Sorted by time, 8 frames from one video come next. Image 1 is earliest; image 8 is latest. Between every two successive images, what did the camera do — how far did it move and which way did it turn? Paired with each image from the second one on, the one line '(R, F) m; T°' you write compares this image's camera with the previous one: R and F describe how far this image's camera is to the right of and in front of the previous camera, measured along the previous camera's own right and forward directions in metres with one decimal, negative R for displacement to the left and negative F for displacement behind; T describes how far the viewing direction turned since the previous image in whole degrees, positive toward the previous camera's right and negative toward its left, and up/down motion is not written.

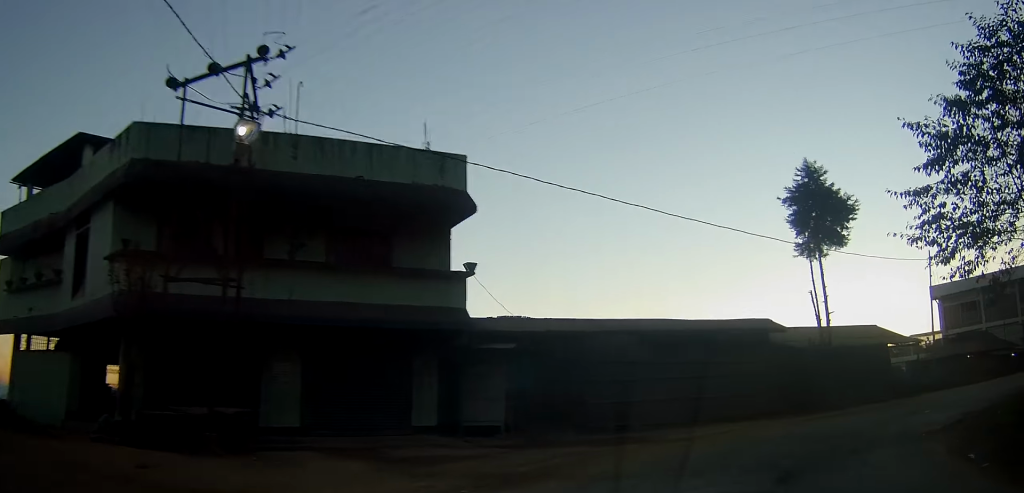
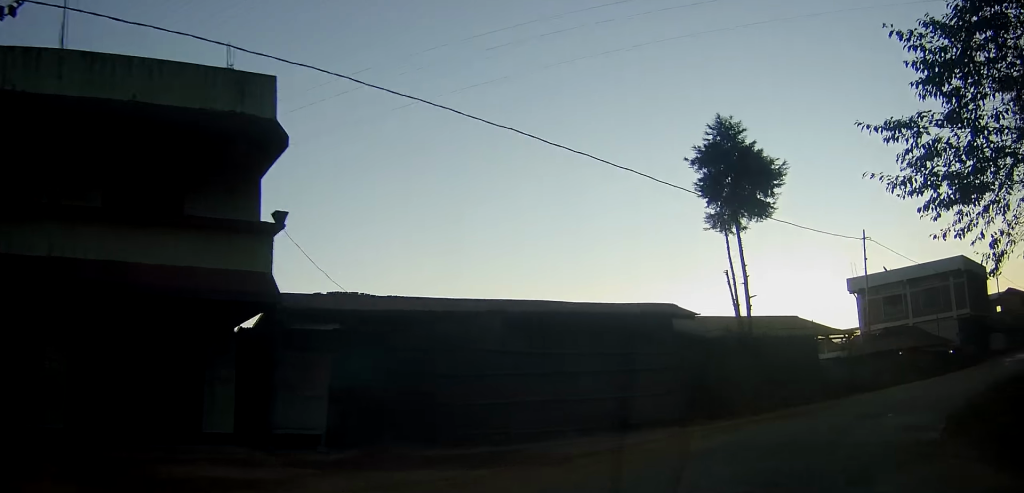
(+0.1, +5.3) m; +11°
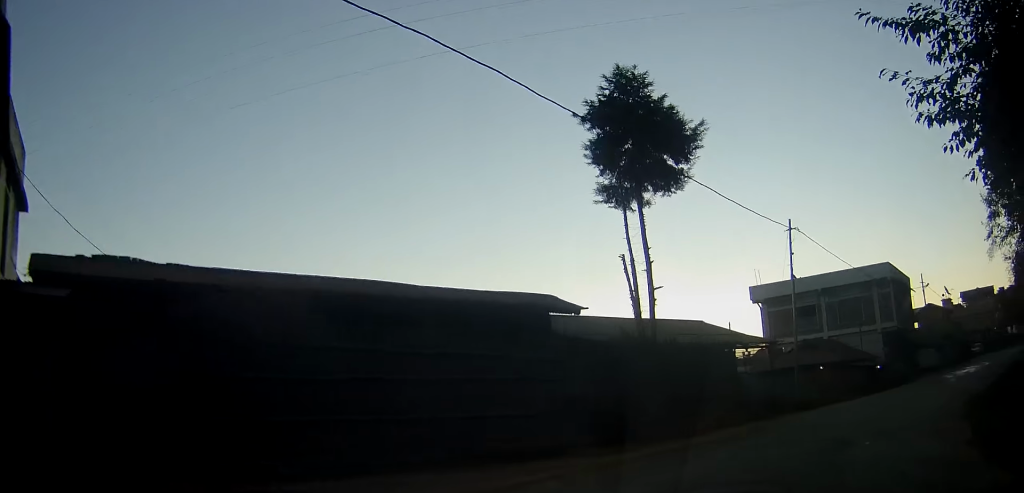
(+1.1, +5.9) m; +14°
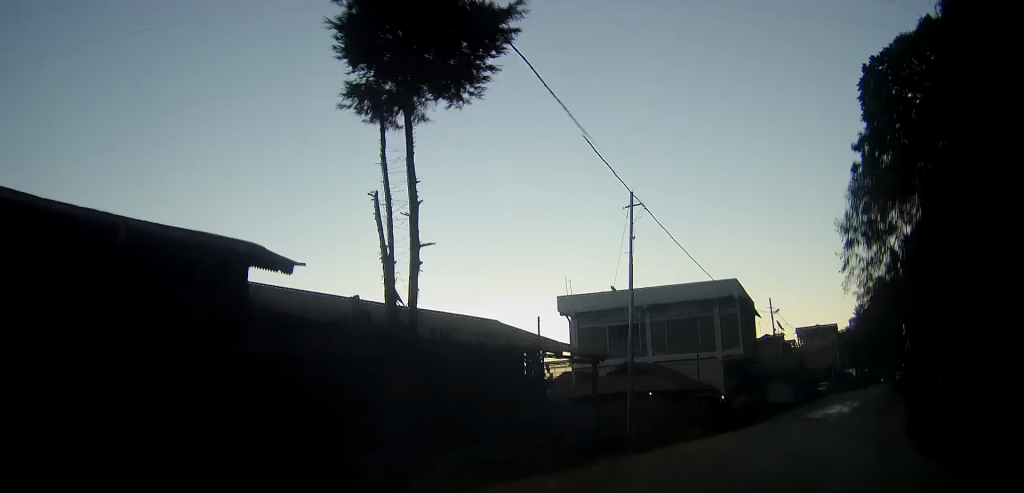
(+1.0, +7.6) m; +16°
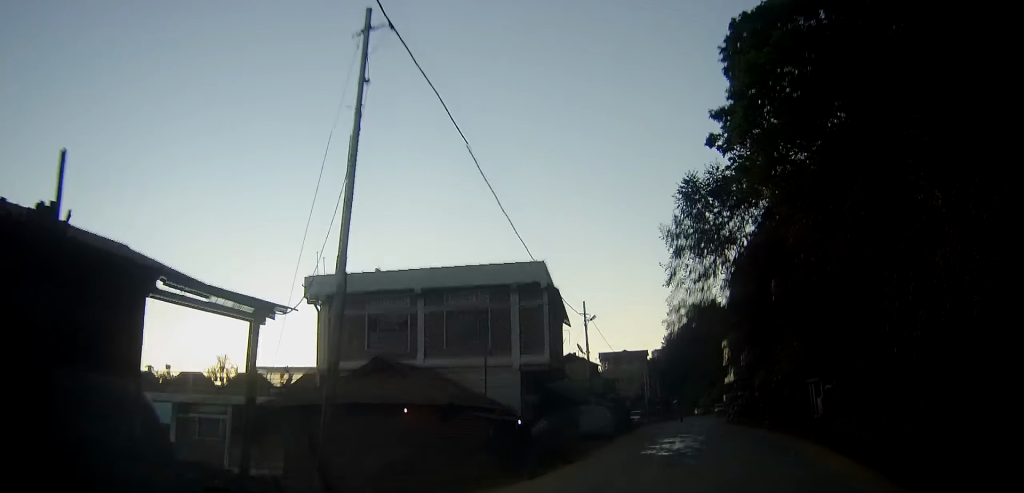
(+1.7, +8.8) m; +17°
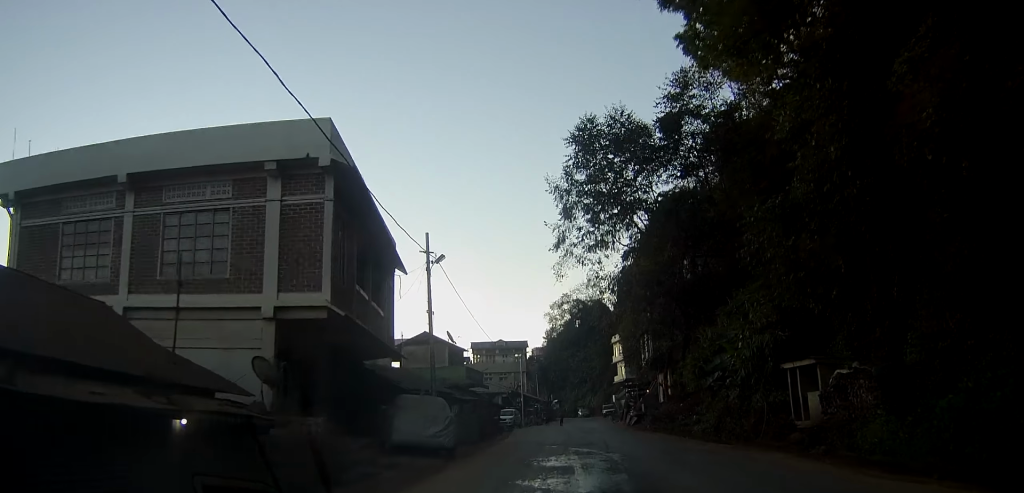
(+1.4, +12.5) m; +9°
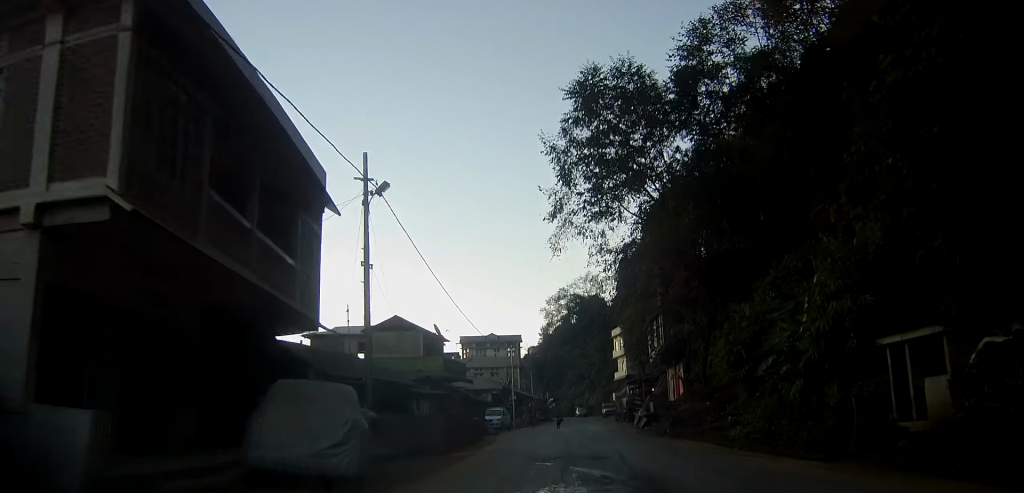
(+0.1, +7.3) m; 0°
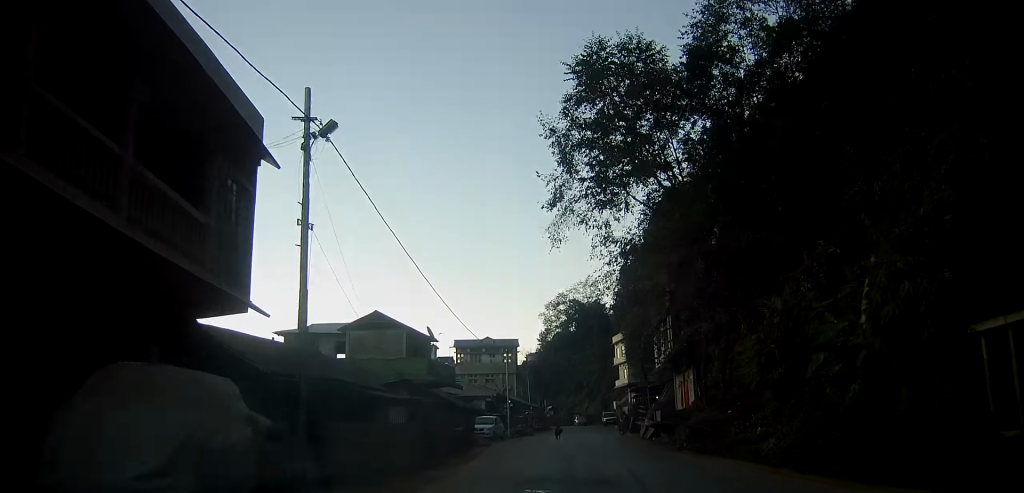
(-0.1, +4.0) m; -1°
